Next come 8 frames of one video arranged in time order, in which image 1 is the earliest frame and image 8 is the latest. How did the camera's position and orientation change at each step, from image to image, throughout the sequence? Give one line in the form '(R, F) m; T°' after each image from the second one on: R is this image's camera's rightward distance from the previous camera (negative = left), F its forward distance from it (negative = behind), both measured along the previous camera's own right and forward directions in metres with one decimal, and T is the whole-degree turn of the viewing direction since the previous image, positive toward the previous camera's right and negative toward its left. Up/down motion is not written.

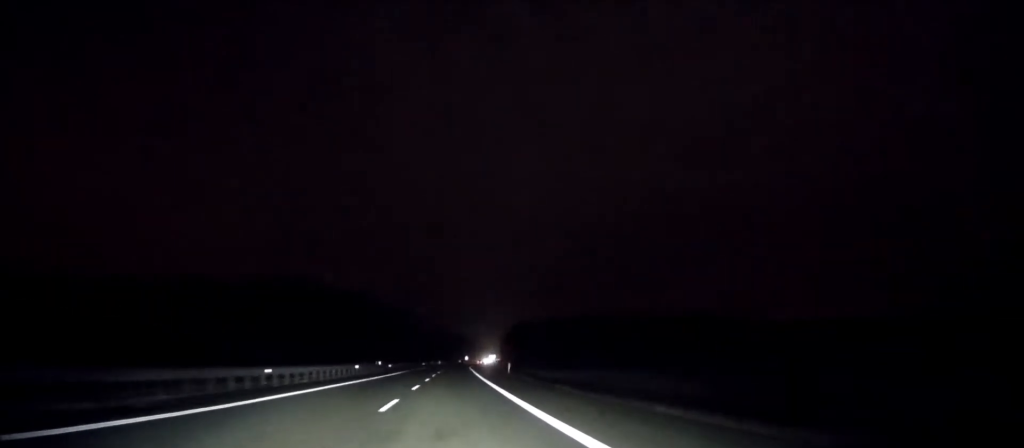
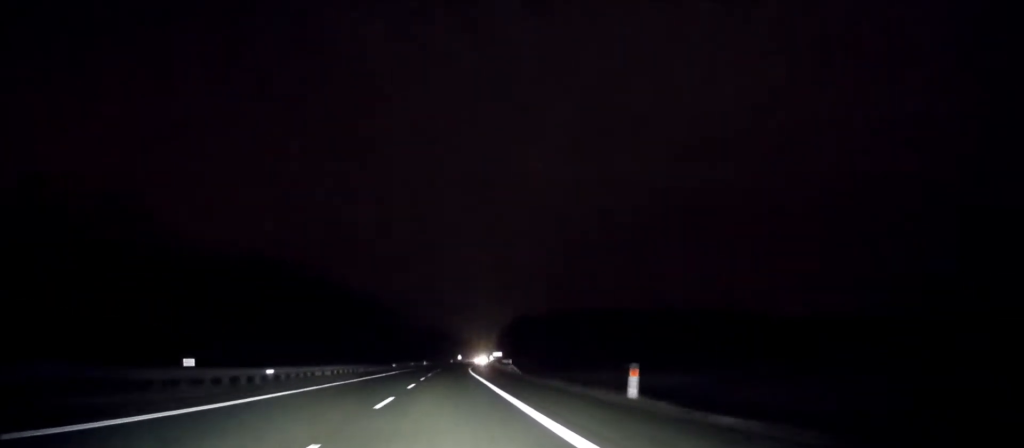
(+0.4, +47.5) m; +1°
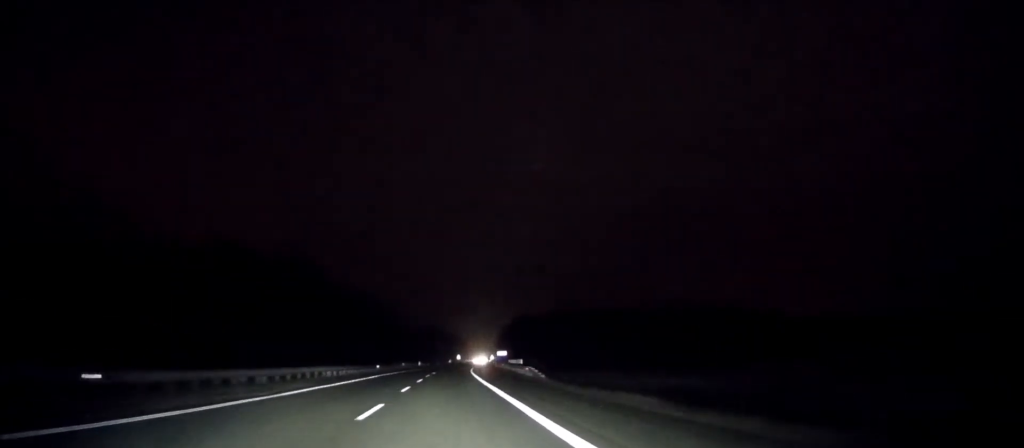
(0.0, +14.8) m; 0°
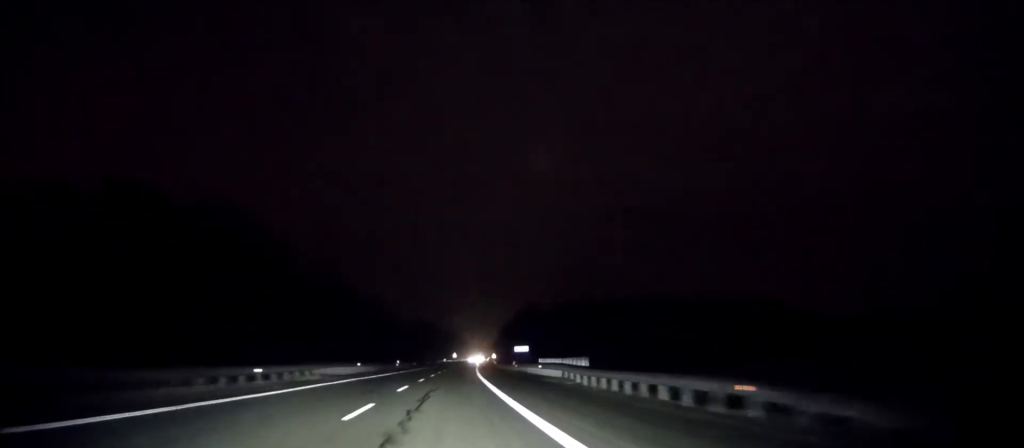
(+0.2, +36.5) m; +1°
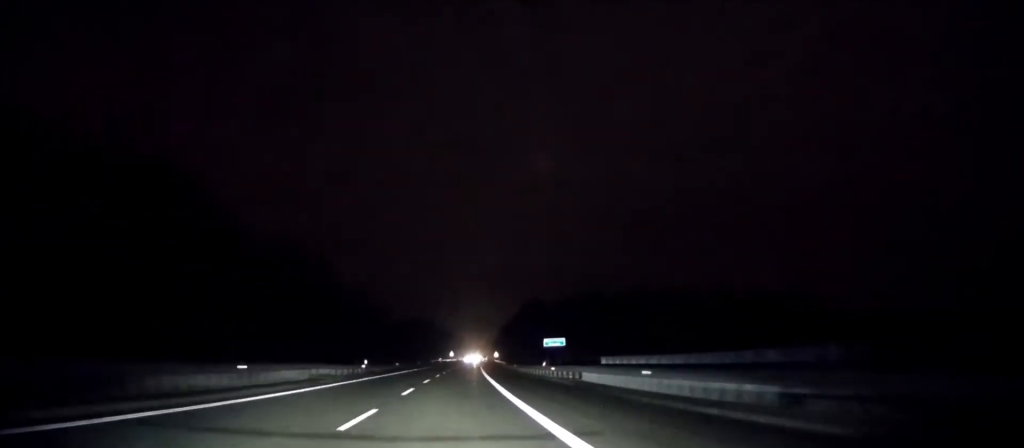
(+0.1, +25.6) m; 0°
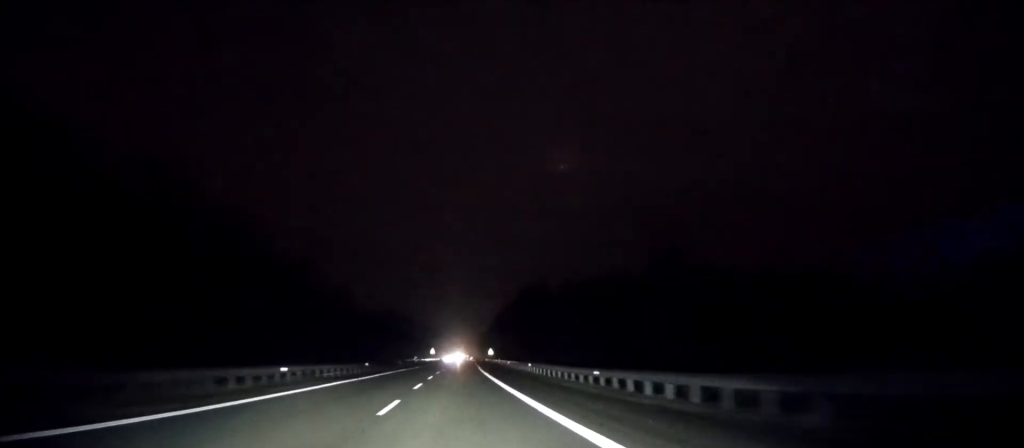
(+0.2, +44.3) m; +1°
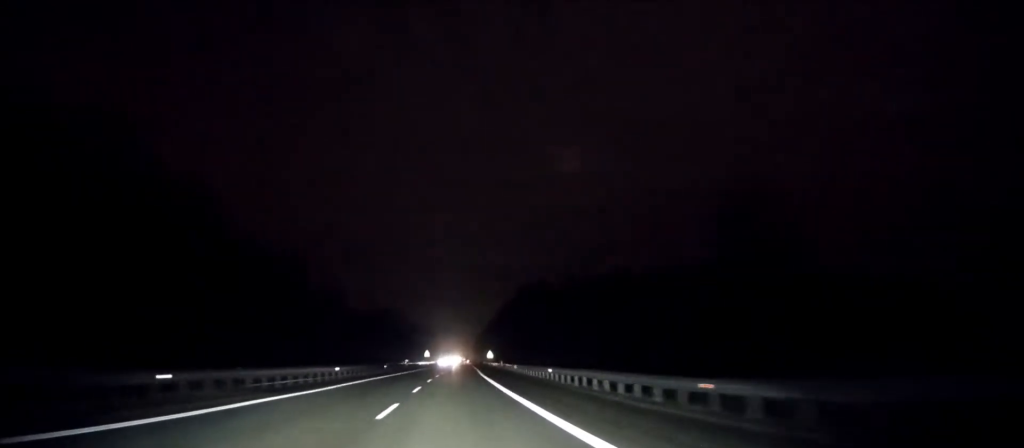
(0.0, +11.8) m; 0°
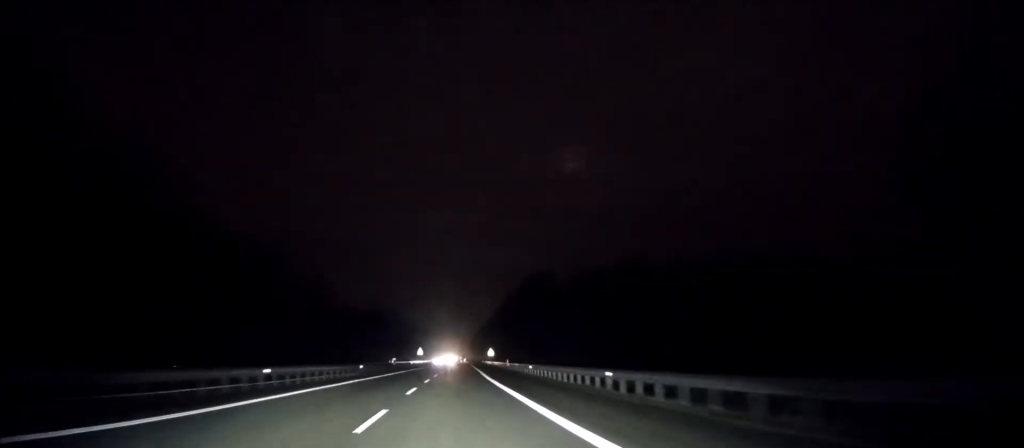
(0.0, +14.7) m; 0°
